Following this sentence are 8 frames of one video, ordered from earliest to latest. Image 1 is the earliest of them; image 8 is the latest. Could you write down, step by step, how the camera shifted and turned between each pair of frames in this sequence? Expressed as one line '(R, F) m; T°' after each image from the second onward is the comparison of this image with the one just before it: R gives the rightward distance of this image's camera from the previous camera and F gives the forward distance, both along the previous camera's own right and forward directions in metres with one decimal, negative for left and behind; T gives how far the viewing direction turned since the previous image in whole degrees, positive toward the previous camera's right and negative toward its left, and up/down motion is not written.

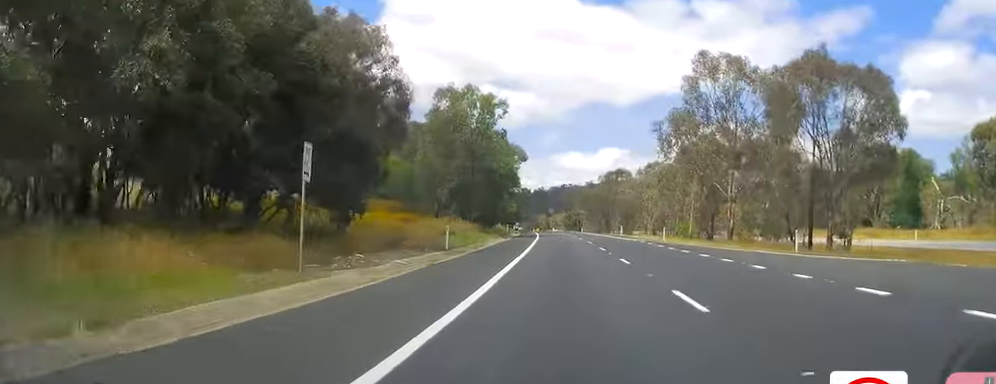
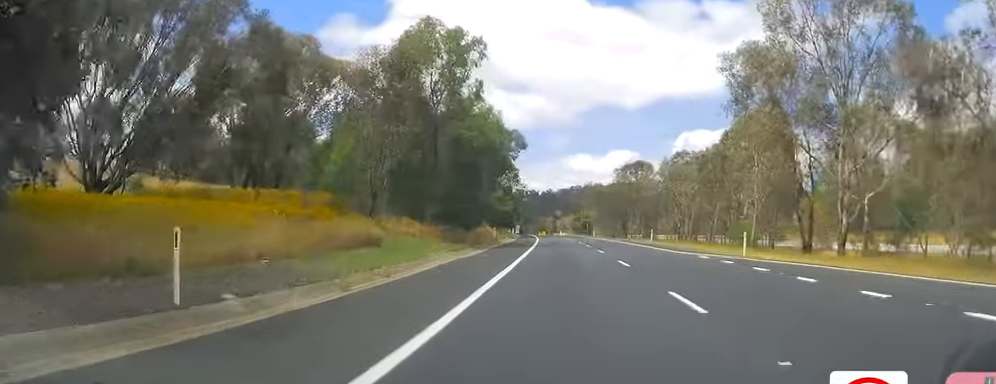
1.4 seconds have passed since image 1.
(-0.5, +22.6) m; -2°
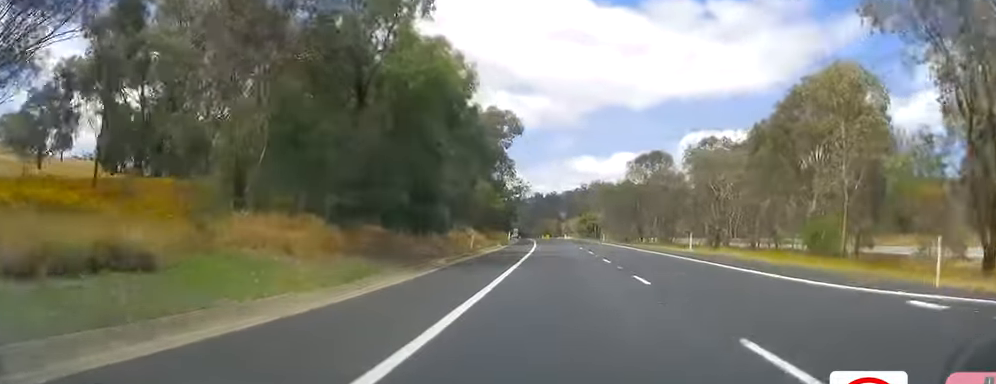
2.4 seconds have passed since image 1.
(-0.1, +17.2) m; +2°
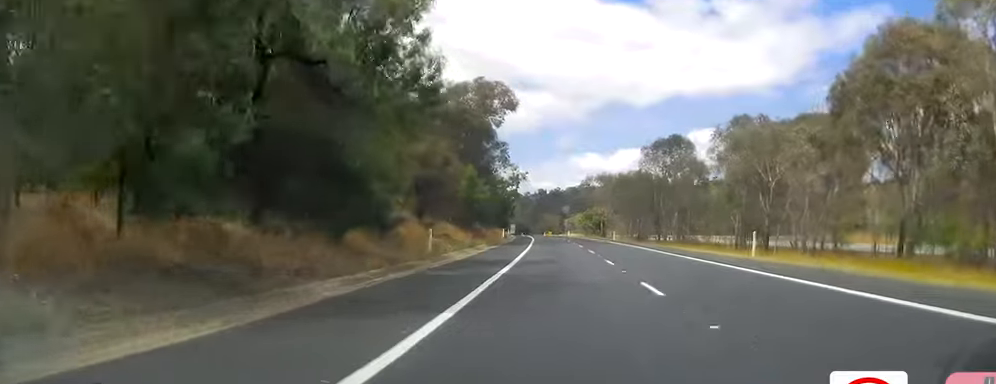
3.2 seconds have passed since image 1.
(+0.7, +14.3) m; -1°
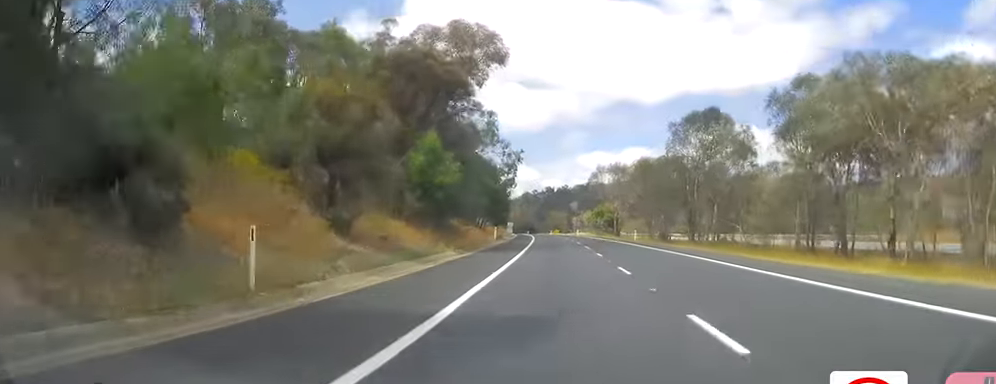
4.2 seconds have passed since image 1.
(-0.9, +17.8) m; -1°
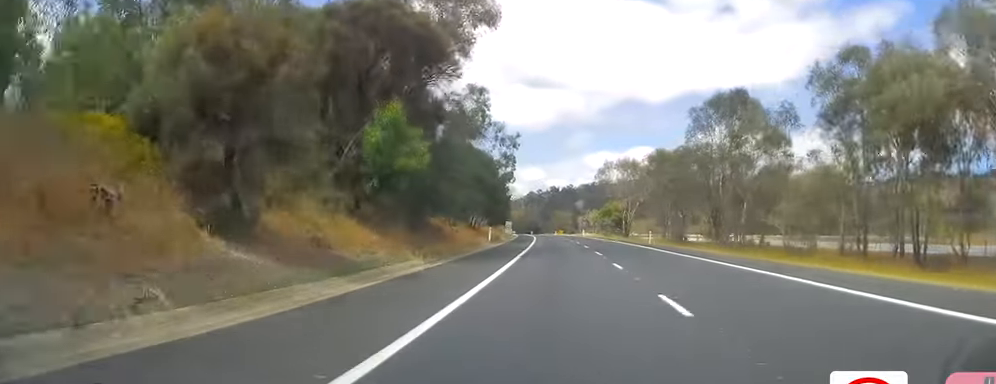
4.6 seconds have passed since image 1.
(+0.2, +8.8) m; 0°
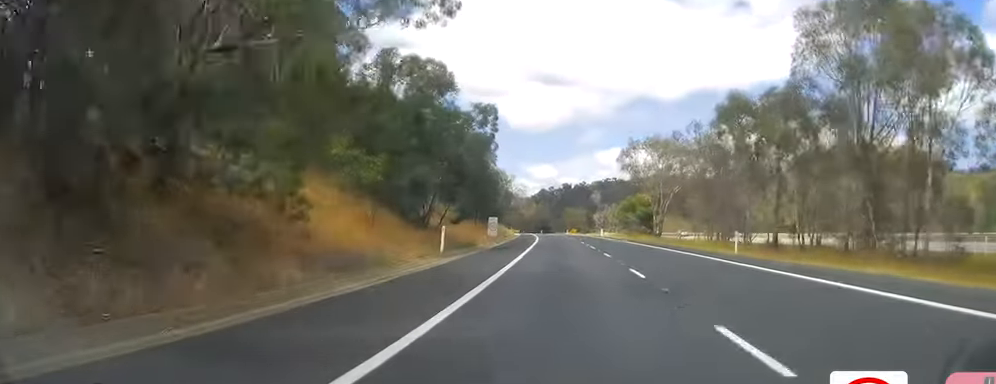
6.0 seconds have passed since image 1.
(+0.1, +27.2) m; -2°
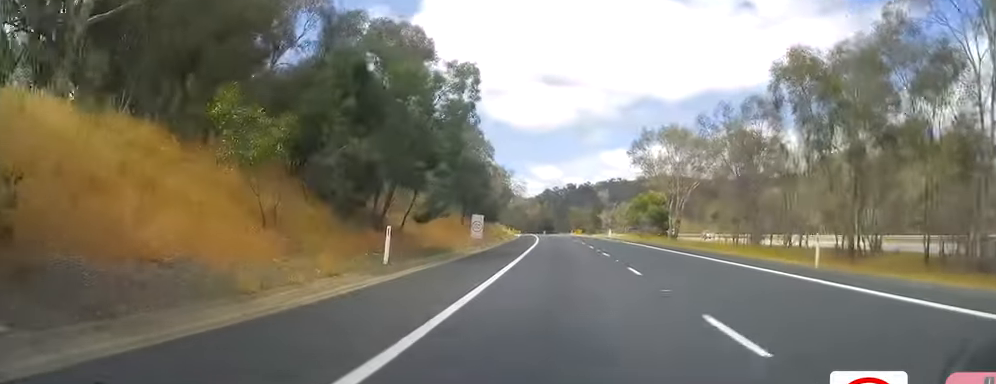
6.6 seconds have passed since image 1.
(-0.1, +10.7) m; -1°
